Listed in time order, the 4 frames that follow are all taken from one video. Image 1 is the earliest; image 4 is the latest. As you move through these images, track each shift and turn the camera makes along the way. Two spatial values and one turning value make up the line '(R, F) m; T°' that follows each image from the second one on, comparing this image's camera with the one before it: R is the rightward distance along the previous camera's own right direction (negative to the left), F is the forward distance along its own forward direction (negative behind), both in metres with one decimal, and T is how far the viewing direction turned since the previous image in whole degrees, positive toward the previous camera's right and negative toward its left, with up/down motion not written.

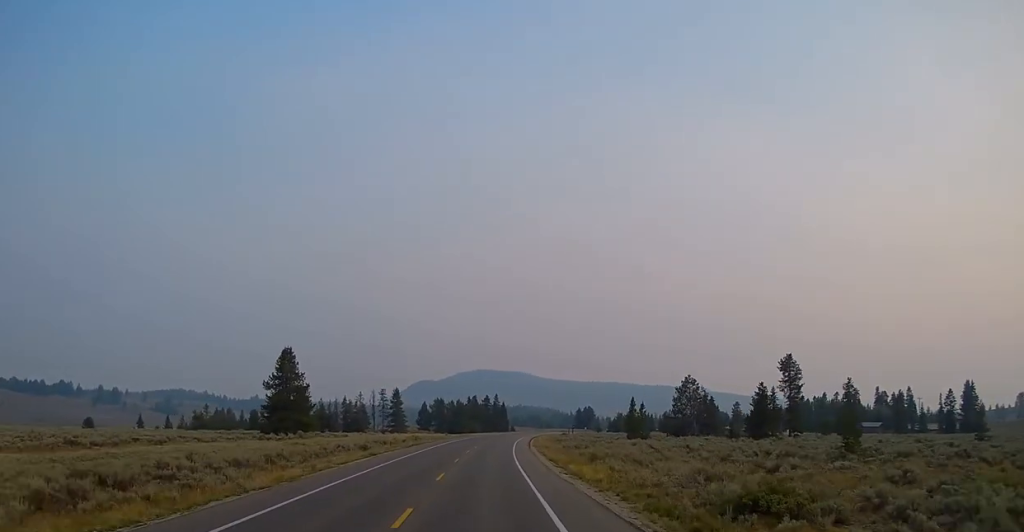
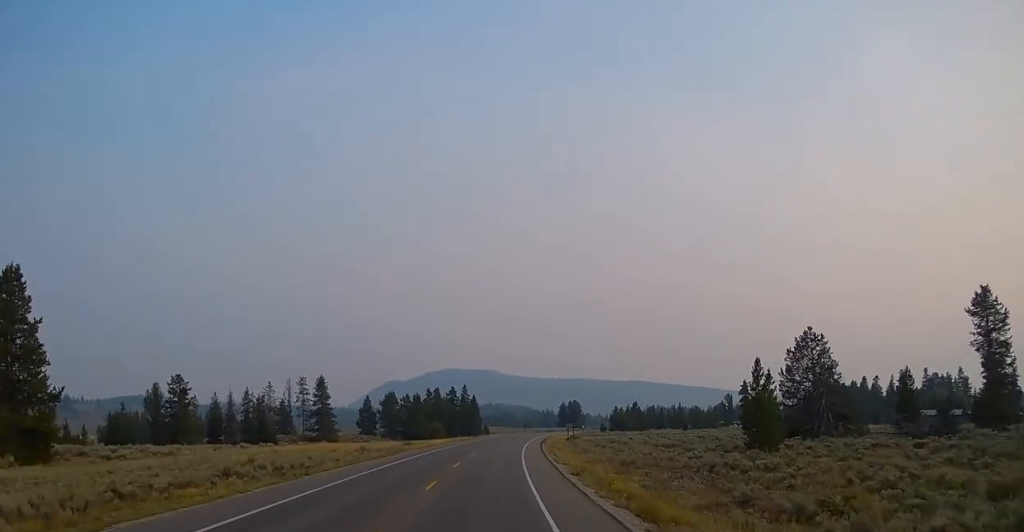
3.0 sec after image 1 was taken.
(+0.7, +65.2) m; +2°
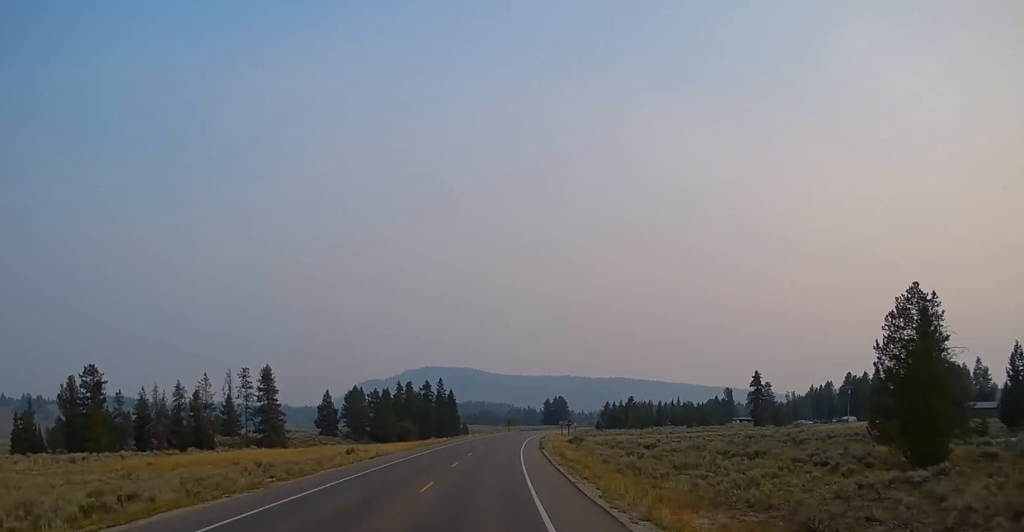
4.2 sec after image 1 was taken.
(+0.4, +24.3) m; +1°
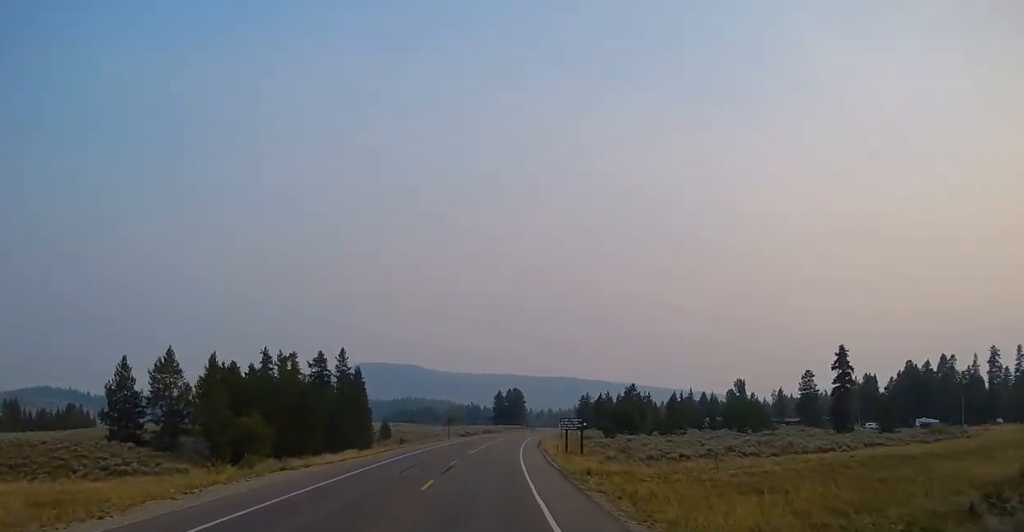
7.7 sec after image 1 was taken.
(+2.9, +73.2) m; +5°
